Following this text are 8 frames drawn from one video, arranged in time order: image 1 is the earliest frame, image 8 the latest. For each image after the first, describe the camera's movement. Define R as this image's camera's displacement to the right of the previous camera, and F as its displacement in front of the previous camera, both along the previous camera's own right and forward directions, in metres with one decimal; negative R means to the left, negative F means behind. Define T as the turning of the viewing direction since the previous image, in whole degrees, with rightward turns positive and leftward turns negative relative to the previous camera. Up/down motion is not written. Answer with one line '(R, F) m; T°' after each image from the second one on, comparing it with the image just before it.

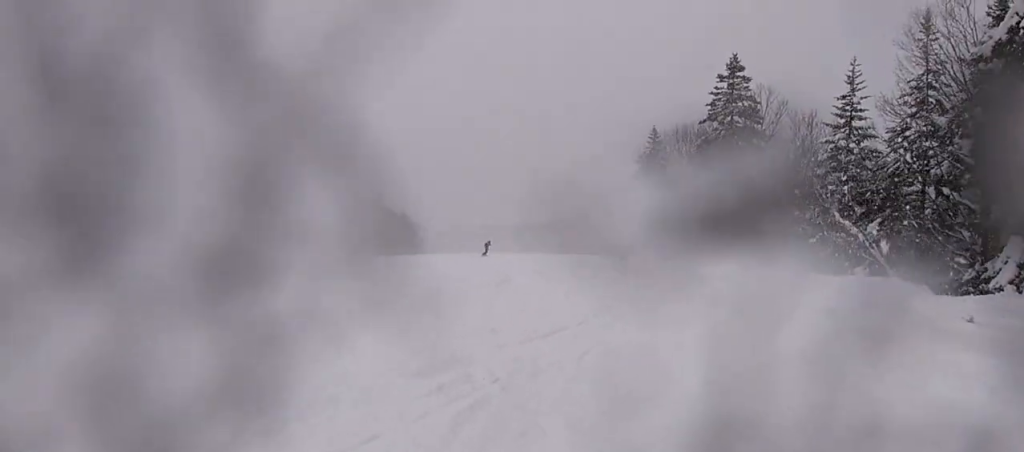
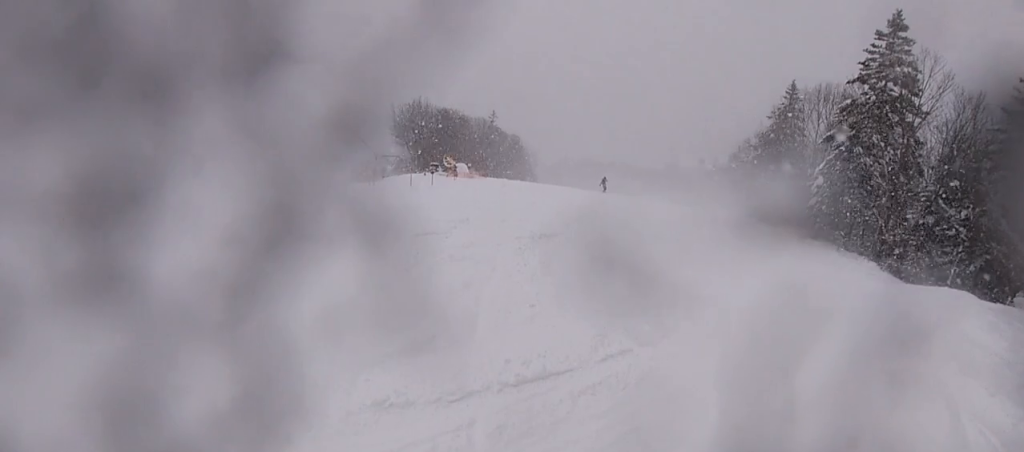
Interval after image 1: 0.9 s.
(-0.1, +3.2) m; -22°
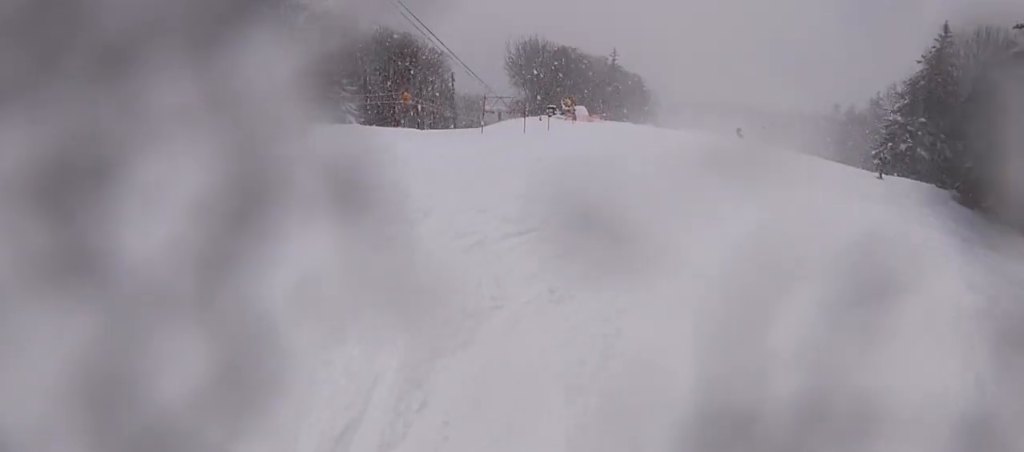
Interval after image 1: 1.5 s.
(-0.8, +2.1) m; -14°
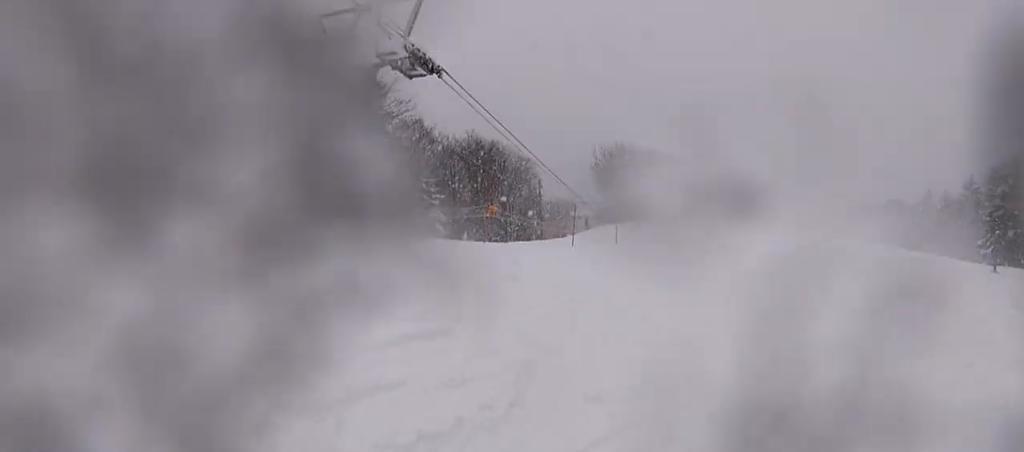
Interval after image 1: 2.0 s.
(-0.1, +1.8) m; +3°
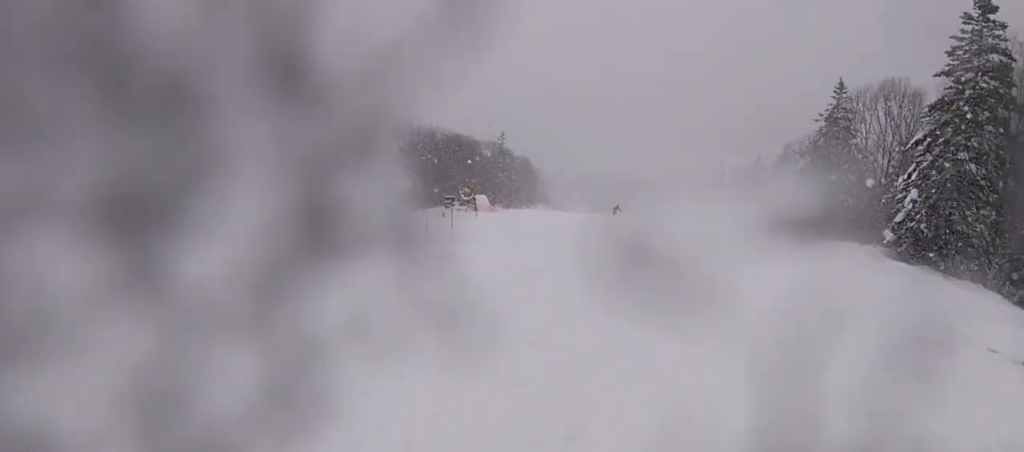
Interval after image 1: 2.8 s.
(-0.1, +2.7) m; +18°
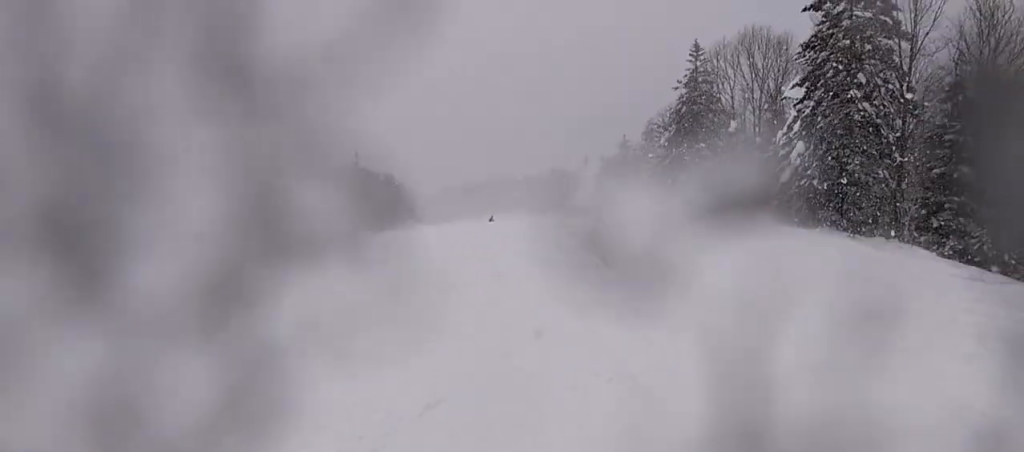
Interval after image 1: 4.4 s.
(+1.4, +6.6) m; -6°
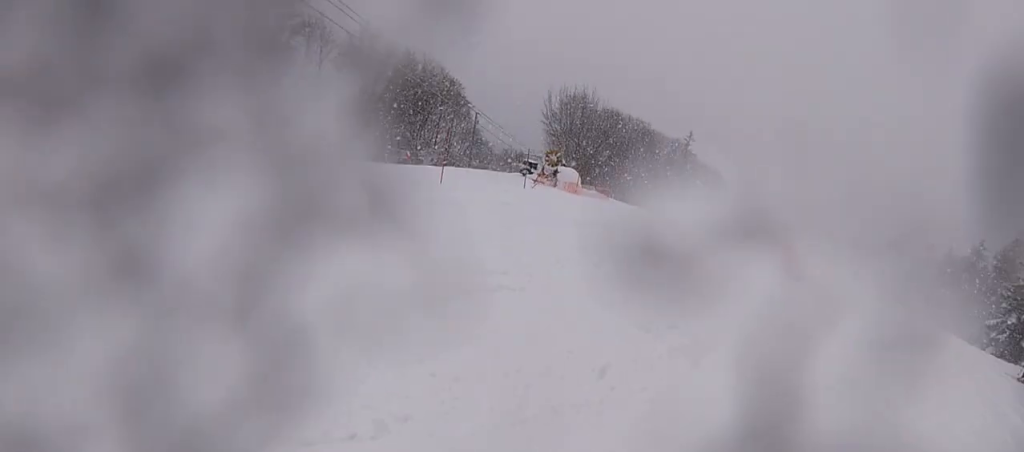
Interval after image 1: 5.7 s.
(-1.6, +5.5) m; -25°
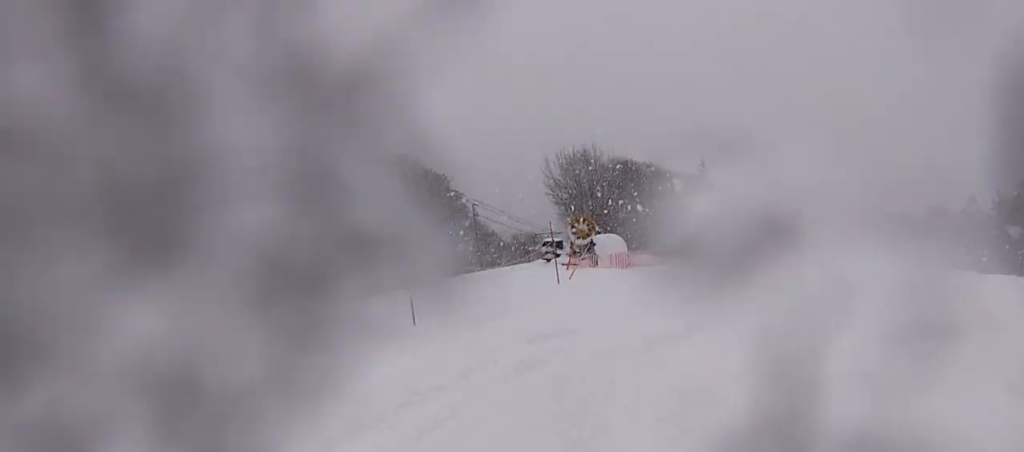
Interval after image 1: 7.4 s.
(-0.1, +7.6) m; +17°
